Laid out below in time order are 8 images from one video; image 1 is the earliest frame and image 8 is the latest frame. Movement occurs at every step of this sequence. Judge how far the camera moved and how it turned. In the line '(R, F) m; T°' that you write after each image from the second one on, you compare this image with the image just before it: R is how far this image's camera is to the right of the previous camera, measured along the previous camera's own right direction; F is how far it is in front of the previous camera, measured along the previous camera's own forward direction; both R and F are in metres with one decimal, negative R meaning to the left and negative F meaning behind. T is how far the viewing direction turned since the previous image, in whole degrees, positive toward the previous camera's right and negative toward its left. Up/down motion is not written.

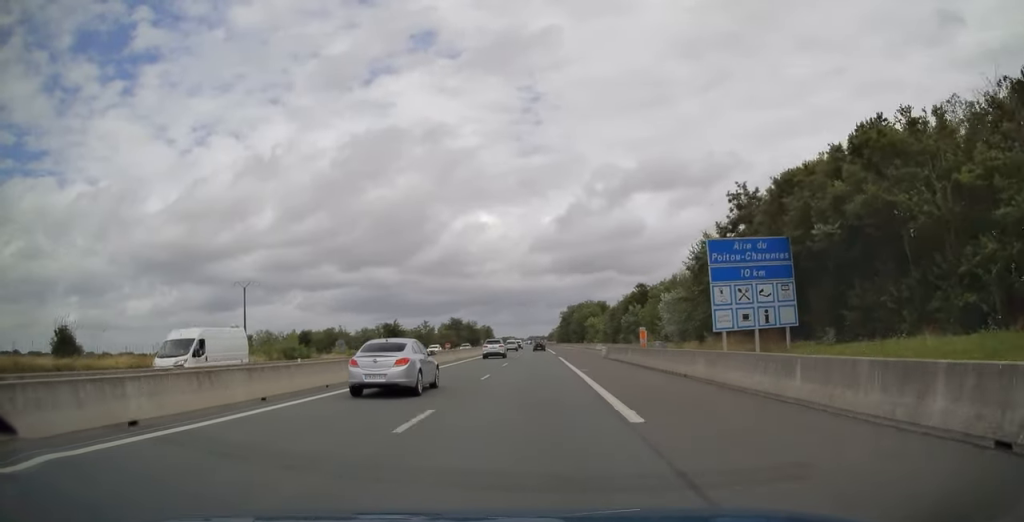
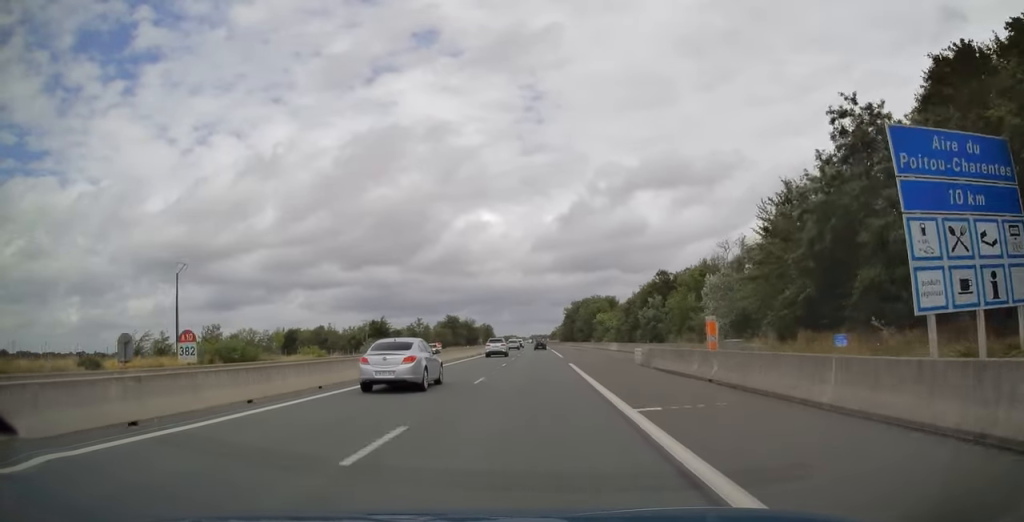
(0.0, +15.6) m; 0°
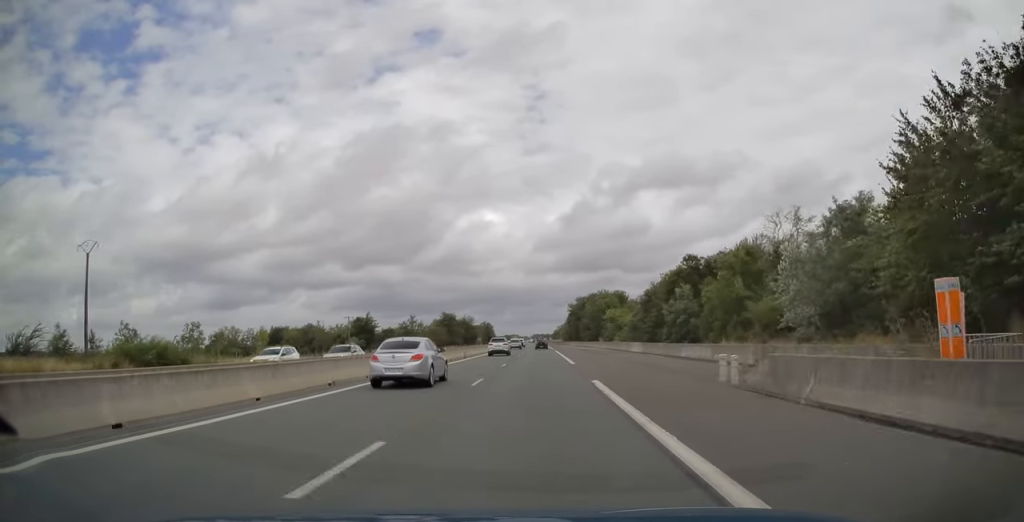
(0.0, +14.5) m; 0°
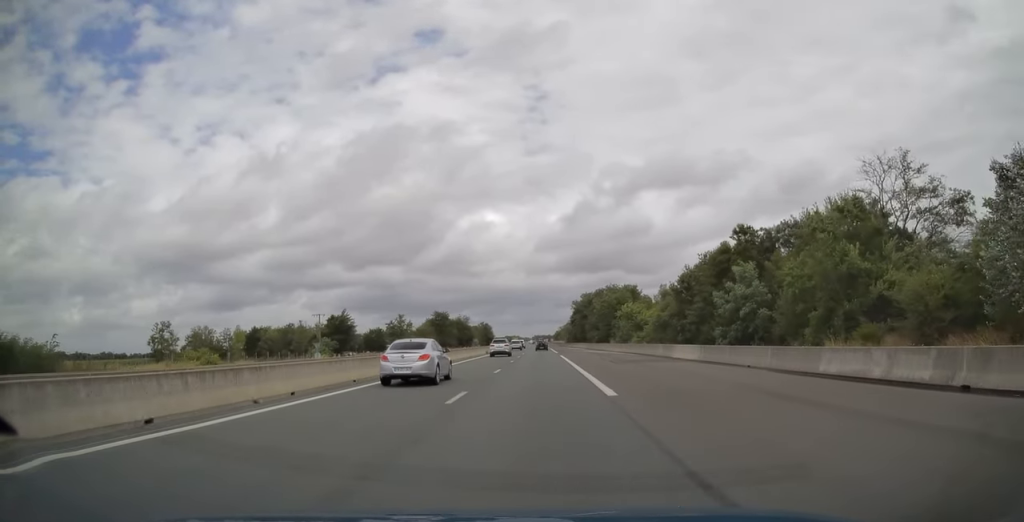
(0.0, +17.7) m; 0°
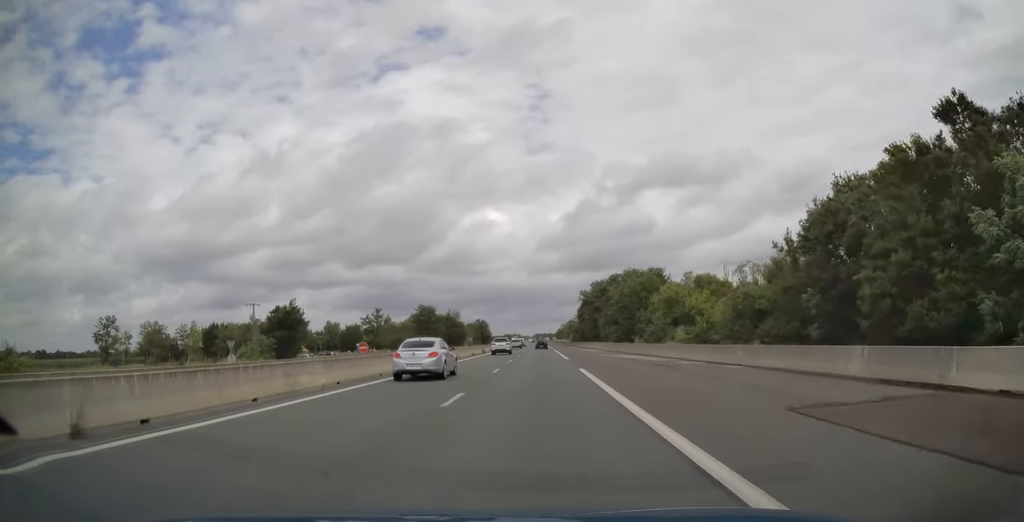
(0.0, +26.9) m; 0°
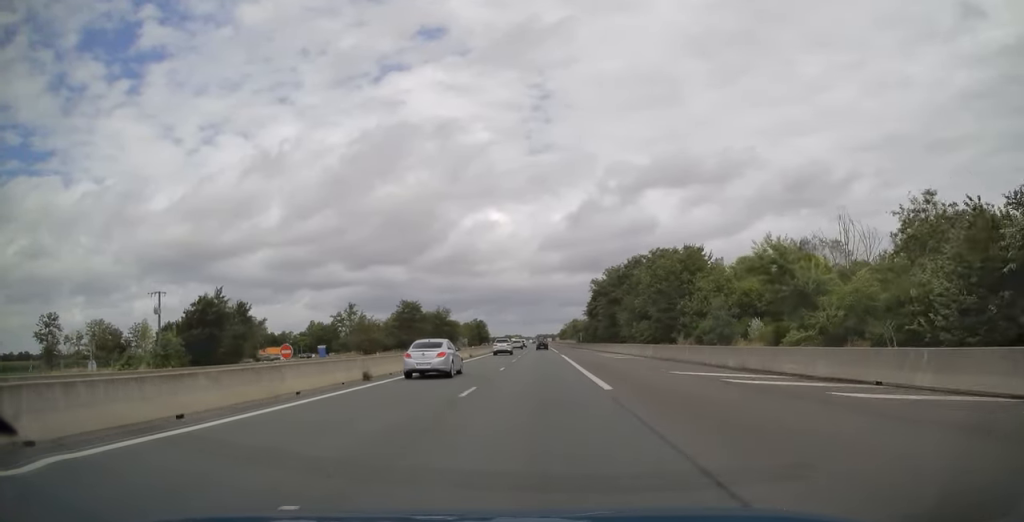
(-0.1, +23.6) m; 0°
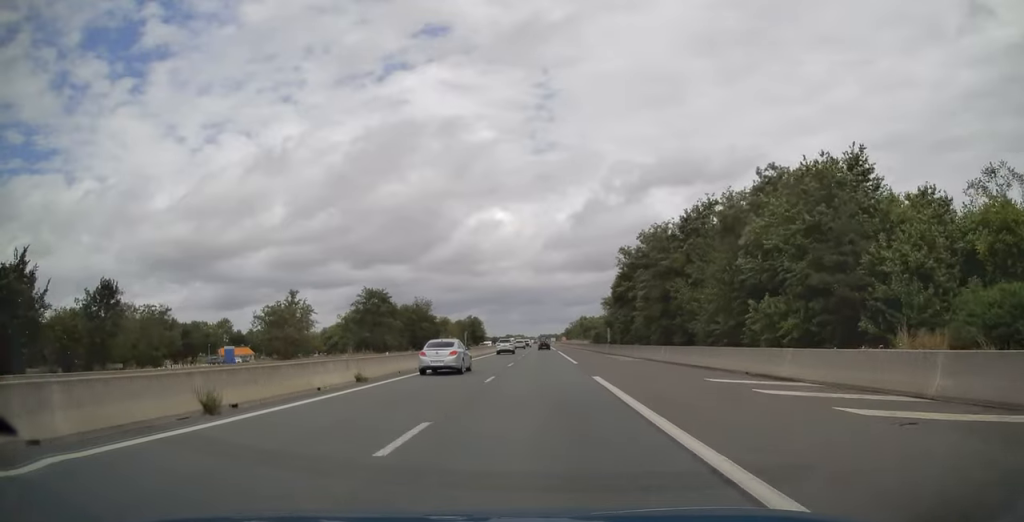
(-0.1, +33.9) m; 0°
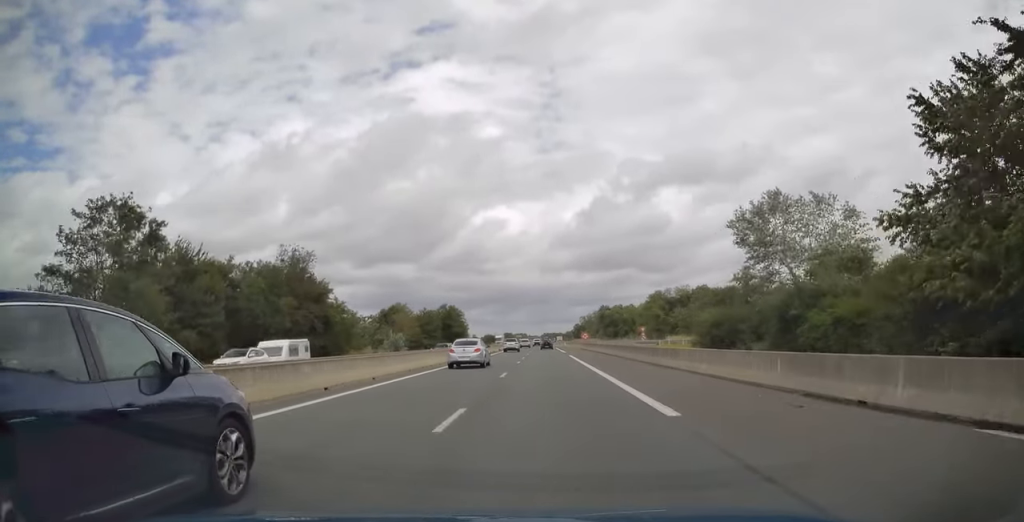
(-0.2, +76.2) m; 0°
